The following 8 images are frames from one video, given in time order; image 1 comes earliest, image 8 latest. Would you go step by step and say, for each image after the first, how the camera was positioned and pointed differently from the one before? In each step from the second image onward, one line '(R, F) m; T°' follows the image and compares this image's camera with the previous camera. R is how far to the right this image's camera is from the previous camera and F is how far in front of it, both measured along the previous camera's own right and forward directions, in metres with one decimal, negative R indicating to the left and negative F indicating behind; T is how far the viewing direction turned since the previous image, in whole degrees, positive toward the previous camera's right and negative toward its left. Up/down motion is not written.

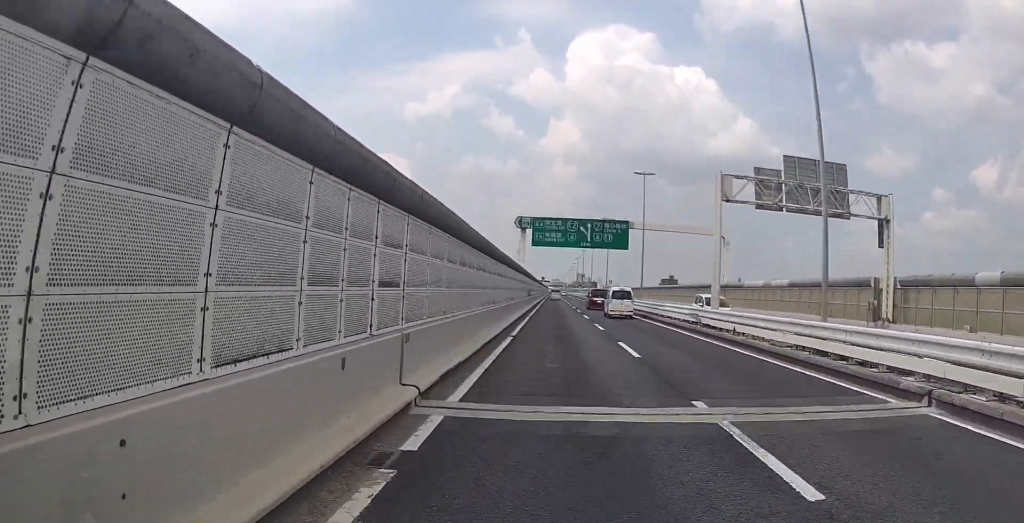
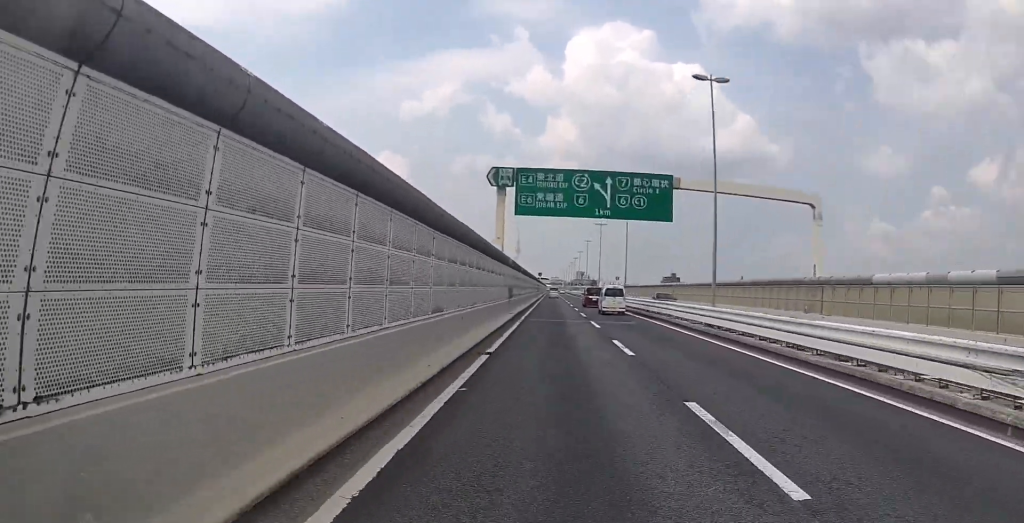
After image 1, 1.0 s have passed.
(+0.1, +19.0) m; -1°
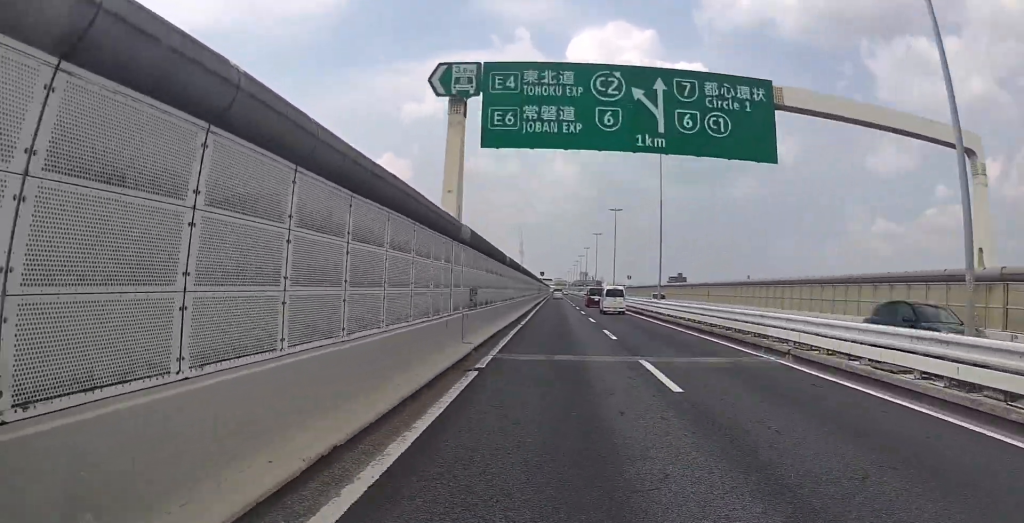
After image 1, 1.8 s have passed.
(-0.3, +14.5) m; +1°
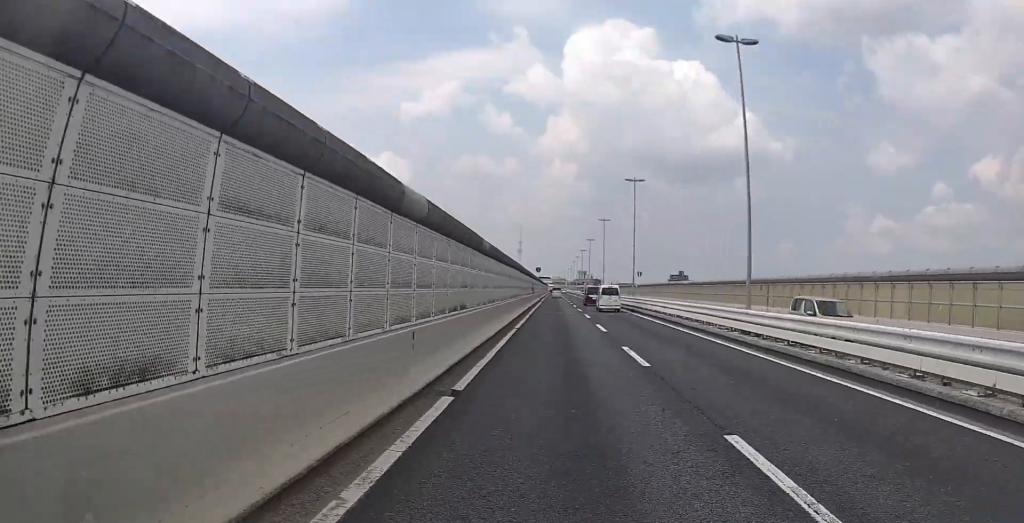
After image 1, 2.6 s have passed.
(+0.4, +15.9) m; +1°
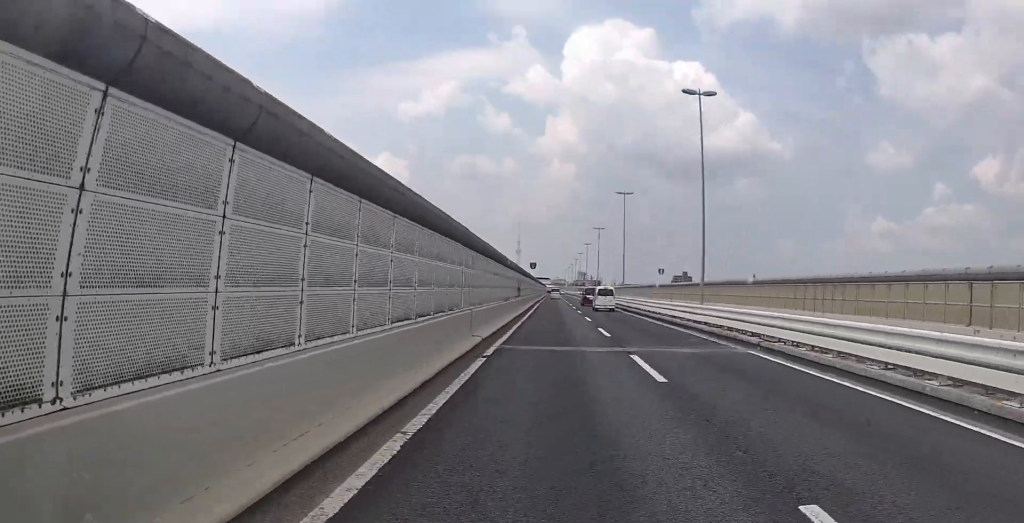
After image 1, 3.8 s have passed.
(-0.2, +22.1) m; -1°
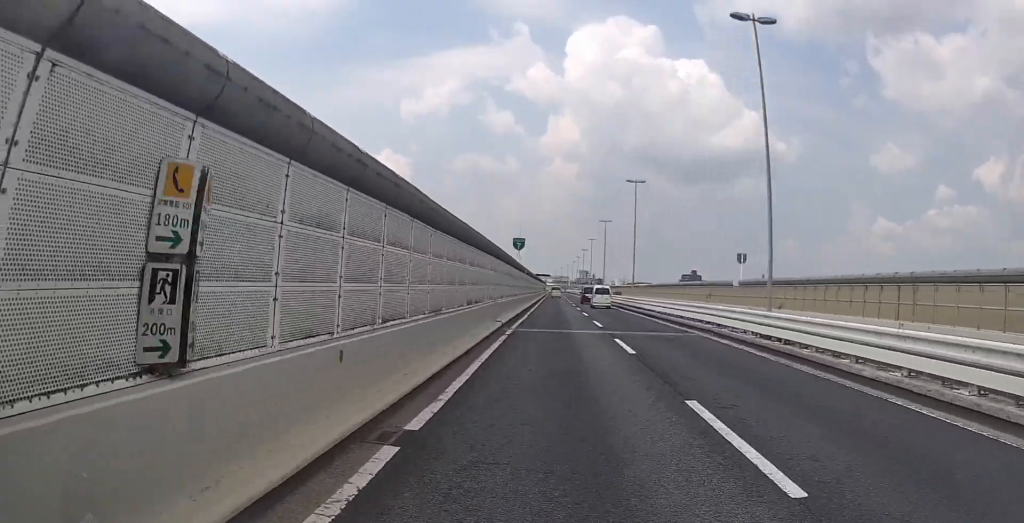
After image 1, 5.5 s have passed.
(+0.1, +35.1) m; +1°
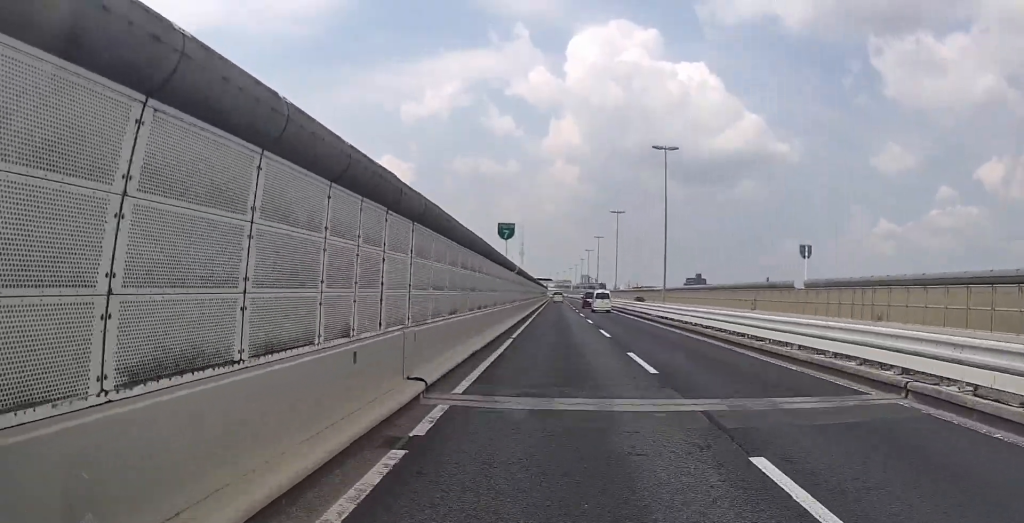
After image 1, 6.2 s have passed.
(0.0, +12.7) m; 0°
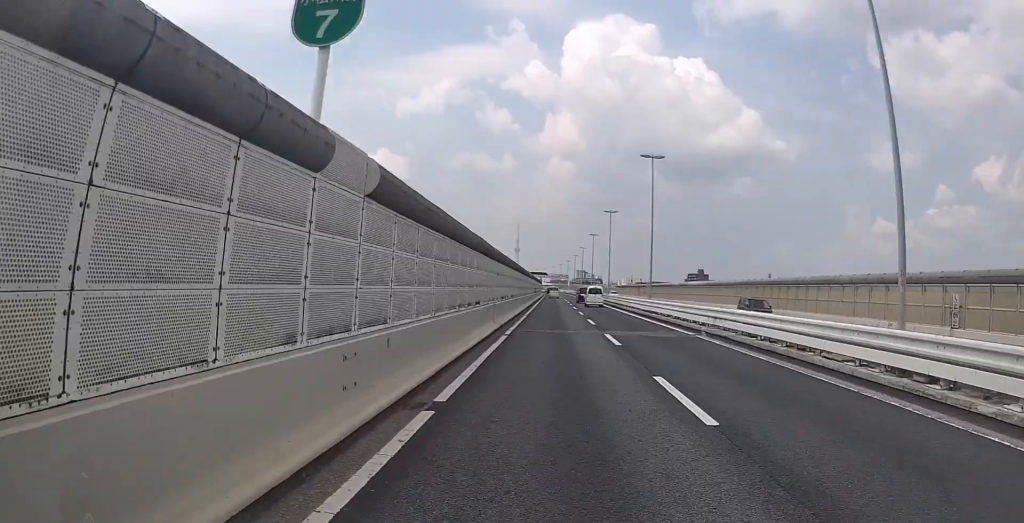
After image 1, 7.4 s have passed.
(-0.1, +24.2) m; -1°
